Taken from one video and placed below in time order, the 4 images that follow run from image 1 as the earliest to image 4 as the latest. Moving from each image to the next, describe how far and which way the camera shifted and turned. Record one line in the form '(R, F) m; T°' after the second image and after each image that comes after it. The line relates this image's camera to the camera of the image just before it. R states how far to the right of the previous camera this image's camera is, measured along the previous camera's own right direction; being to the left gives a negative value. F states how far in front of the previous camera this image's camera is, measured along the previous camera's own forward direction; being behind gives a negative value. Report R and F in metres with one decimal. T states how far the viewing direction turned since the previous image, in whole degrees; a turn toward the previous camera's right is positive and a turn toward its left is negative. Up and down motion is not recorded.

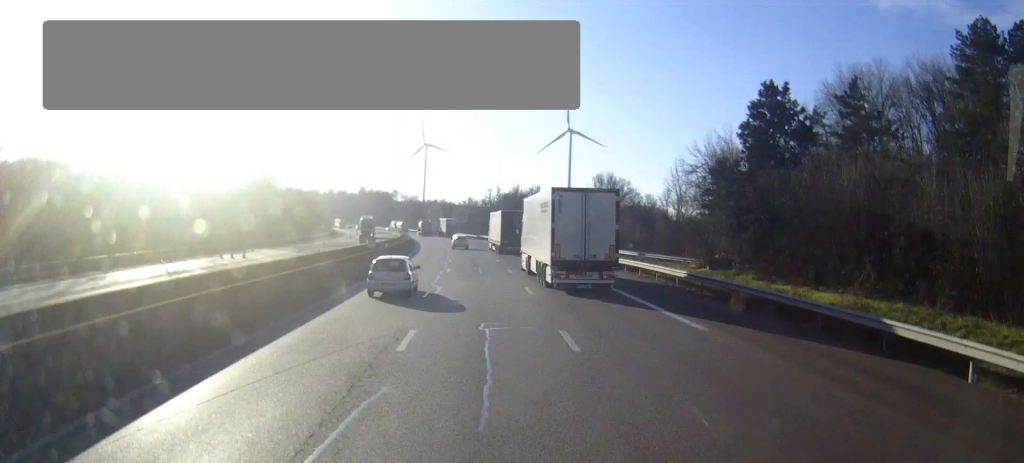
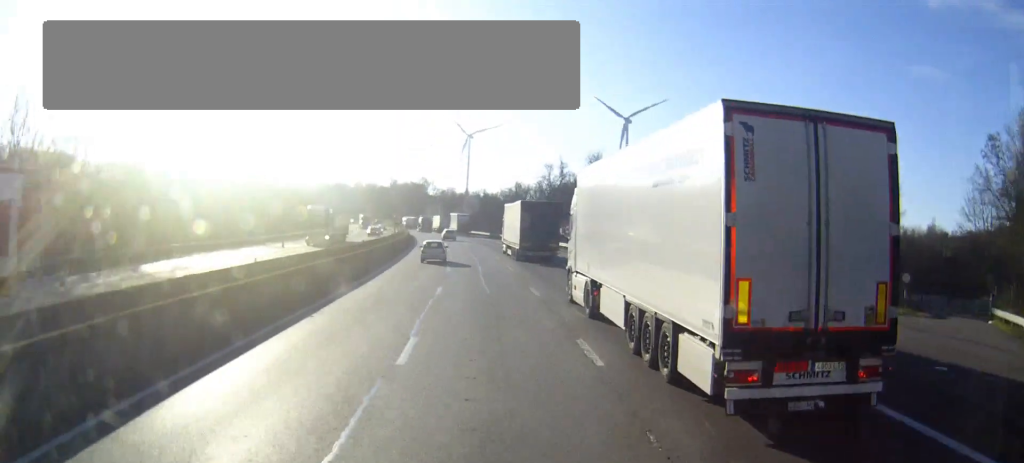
(-2.1, +66.3) m; -4°
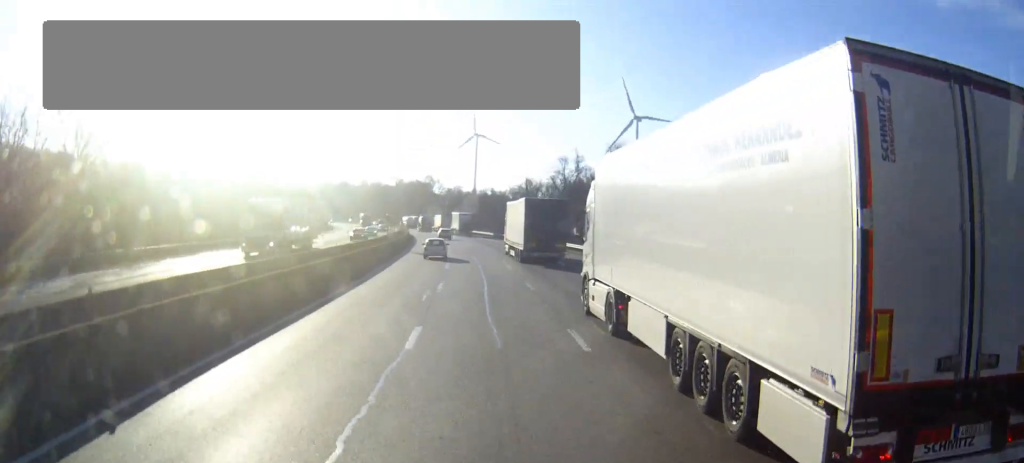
(0.0, +11.5) m; -1°
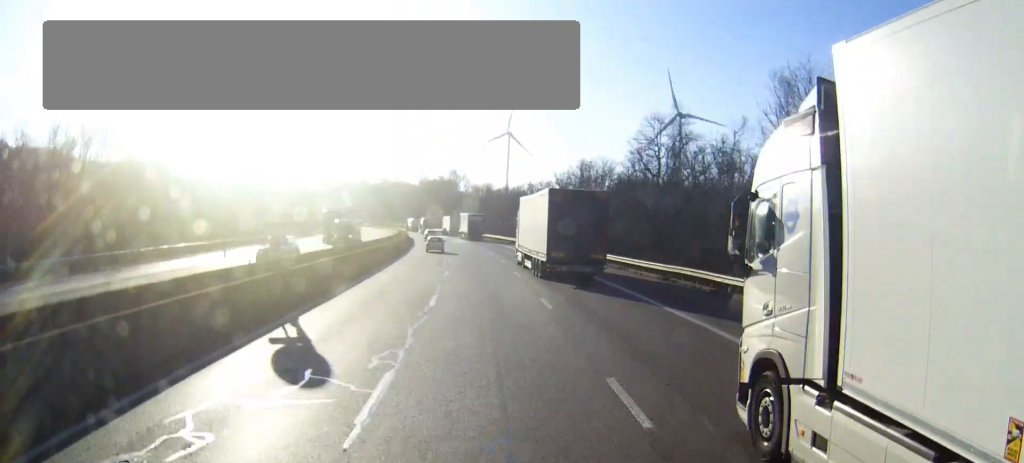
(-0.6, +43.9) m; -2°
